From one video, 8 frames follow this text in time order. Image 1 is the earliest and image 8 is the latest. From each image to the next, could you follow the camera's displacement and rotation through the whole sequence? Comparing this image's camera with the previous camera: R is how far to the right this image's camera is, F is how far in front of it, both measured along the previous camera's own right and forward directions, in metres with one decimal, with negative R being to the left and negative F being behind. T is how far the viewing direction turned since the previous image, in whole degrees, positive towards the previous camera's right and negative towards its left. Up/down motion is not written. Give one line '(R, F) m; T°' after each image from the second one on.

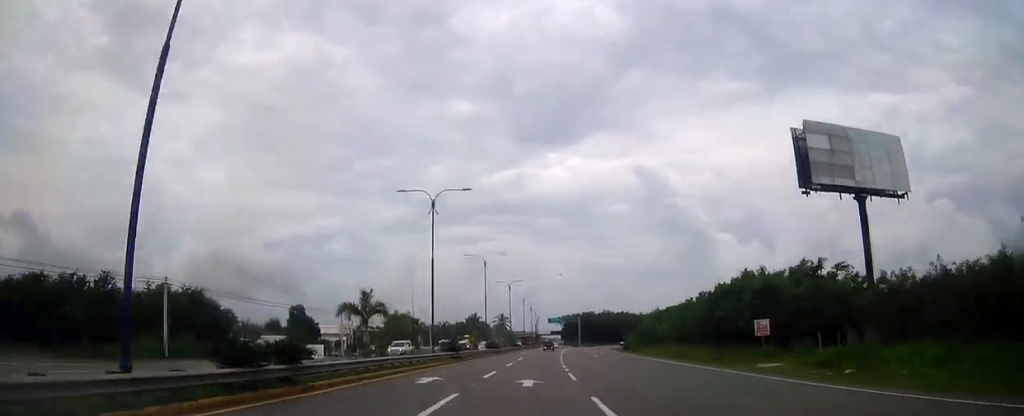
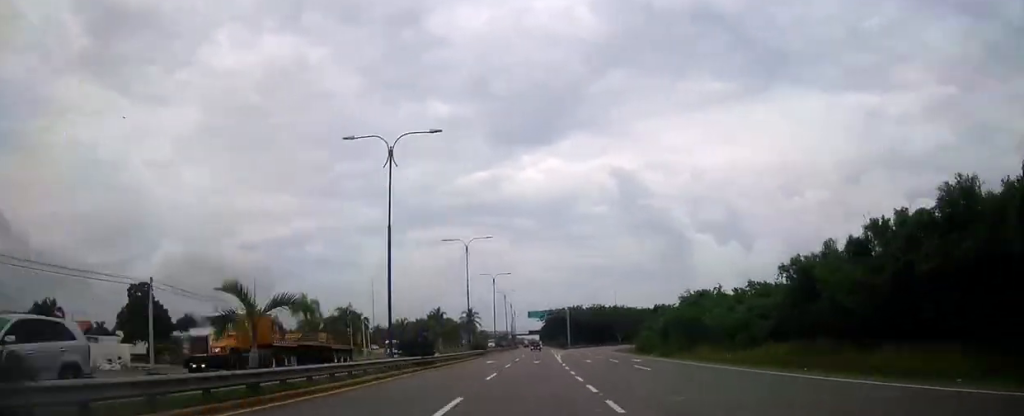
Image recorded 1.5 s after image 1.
(+0.7, +41.1) m; +2°
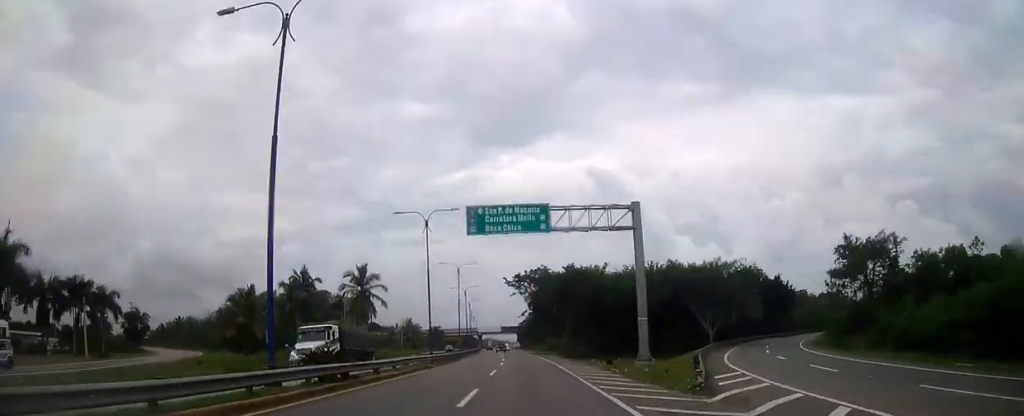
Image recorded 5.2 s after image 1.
(+3.1, +102.8) m; +2°
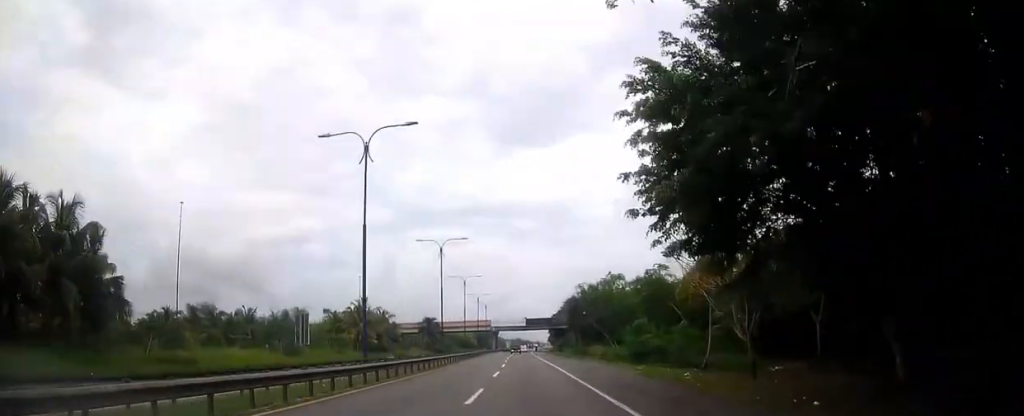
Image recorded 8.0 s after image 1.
(-0.8, +79.0) m; -2°
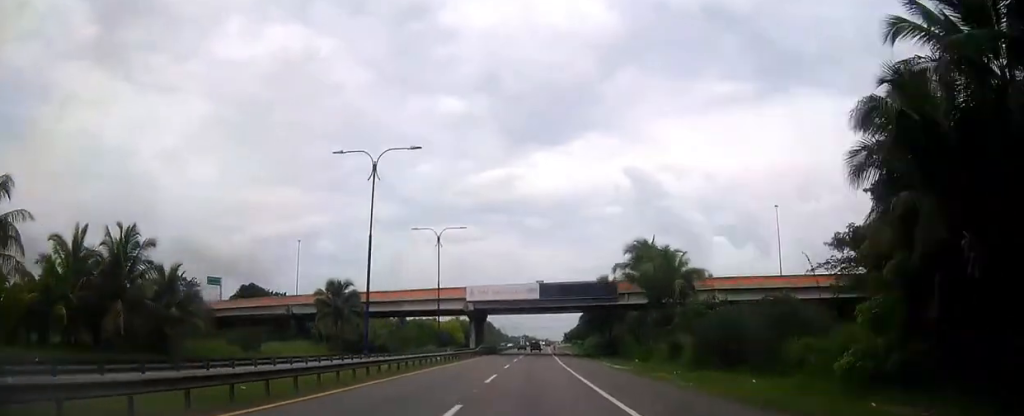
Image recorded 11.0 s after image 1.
(-1.1, +87.0) m; 0°
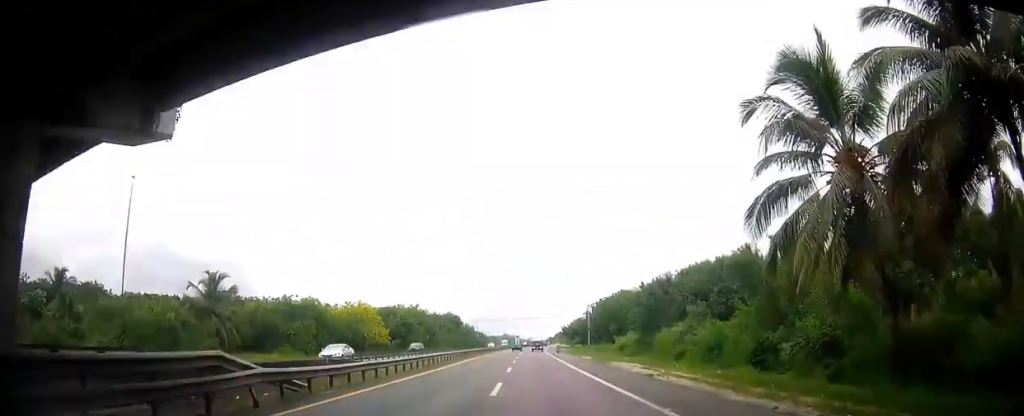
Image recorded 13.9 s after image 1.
(+0.8, +84.4) m; +1°
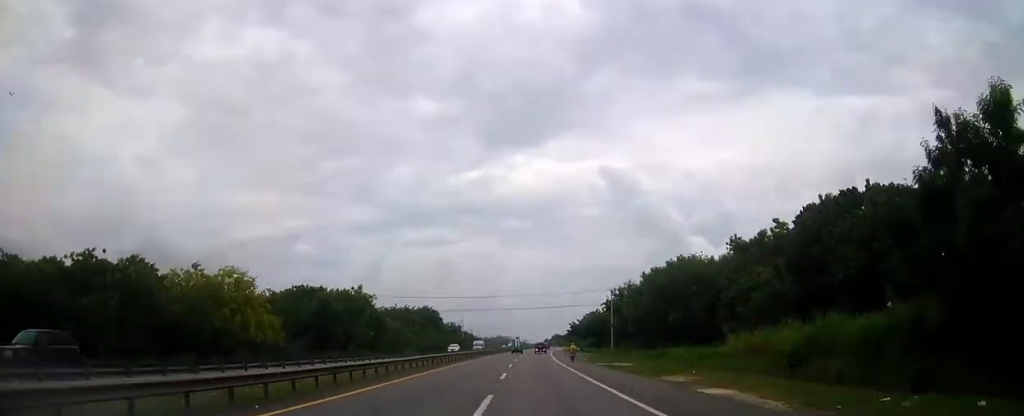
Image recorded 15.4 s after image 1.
(+0.3, +44.1) m; +1°
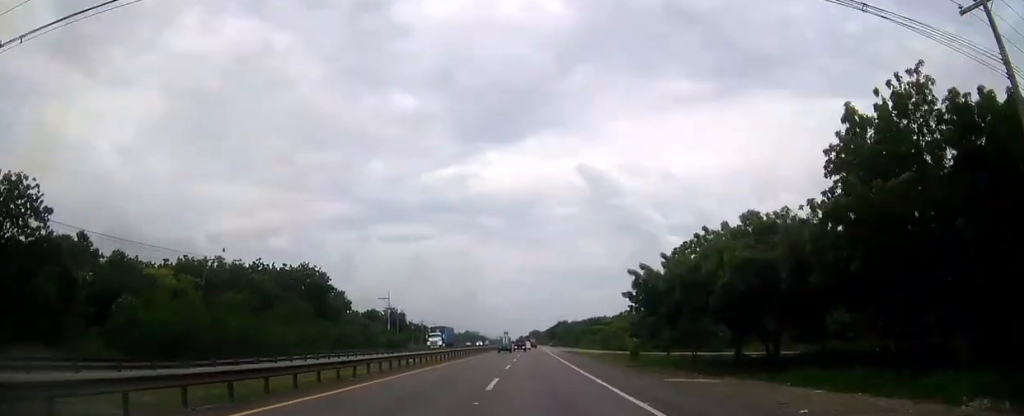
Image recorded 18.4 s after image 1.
(+1.2, +86.8) m; +1°
